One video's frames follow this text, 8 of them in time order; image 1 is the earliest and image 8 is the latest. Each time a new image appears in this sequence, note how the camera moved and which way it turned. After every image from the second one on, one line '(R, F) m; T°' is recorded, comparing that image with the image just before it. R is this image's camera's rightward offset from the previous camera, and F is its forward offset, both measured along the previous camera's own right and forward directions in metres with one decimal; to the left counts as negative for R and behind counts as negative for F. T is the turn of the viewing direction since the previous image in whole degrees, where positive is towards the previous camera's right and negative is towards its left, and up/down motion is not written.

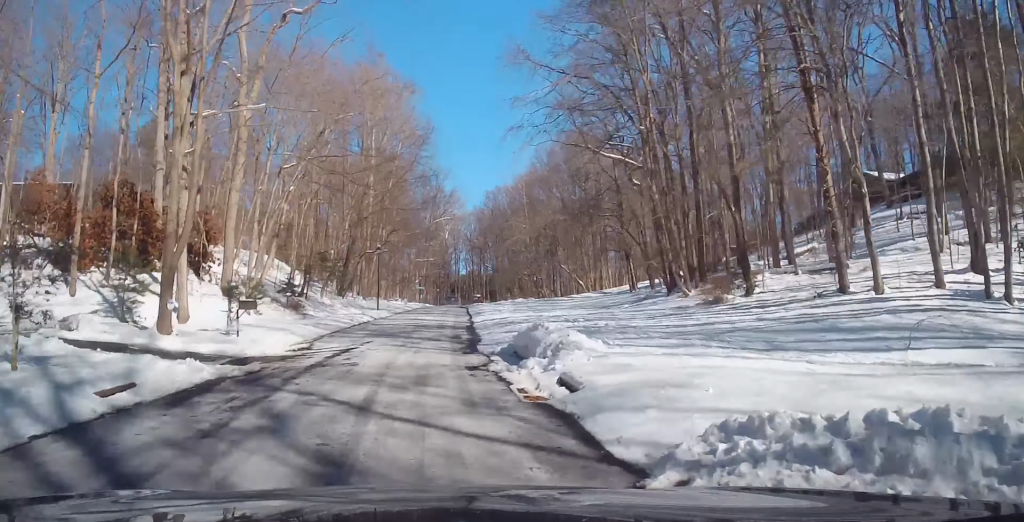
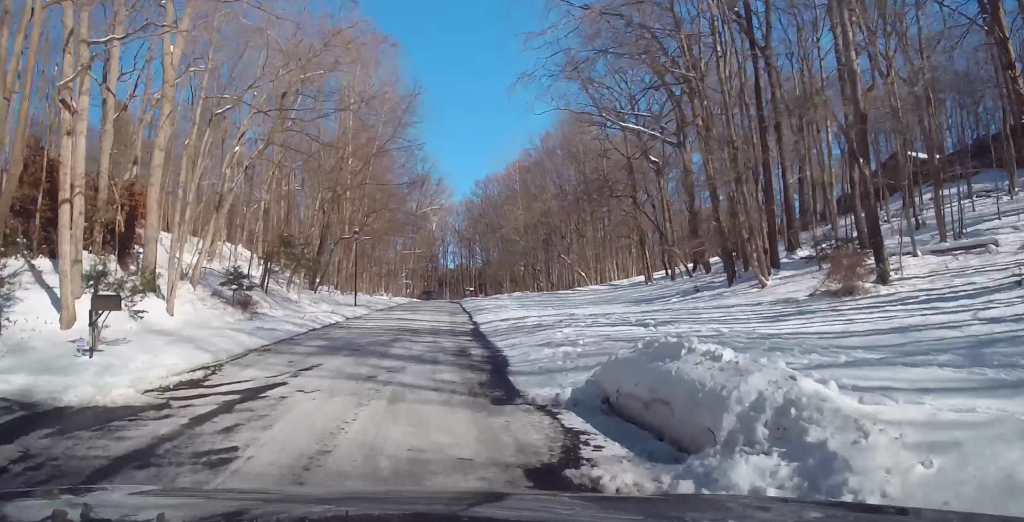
(-0.2, +9.3) m; +1°
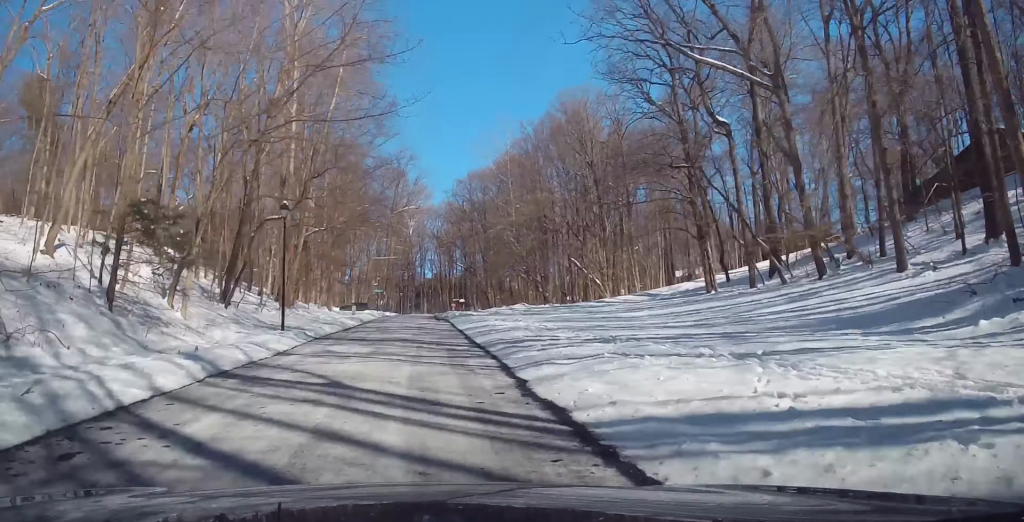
(+0.8, +18.0) m; +3°
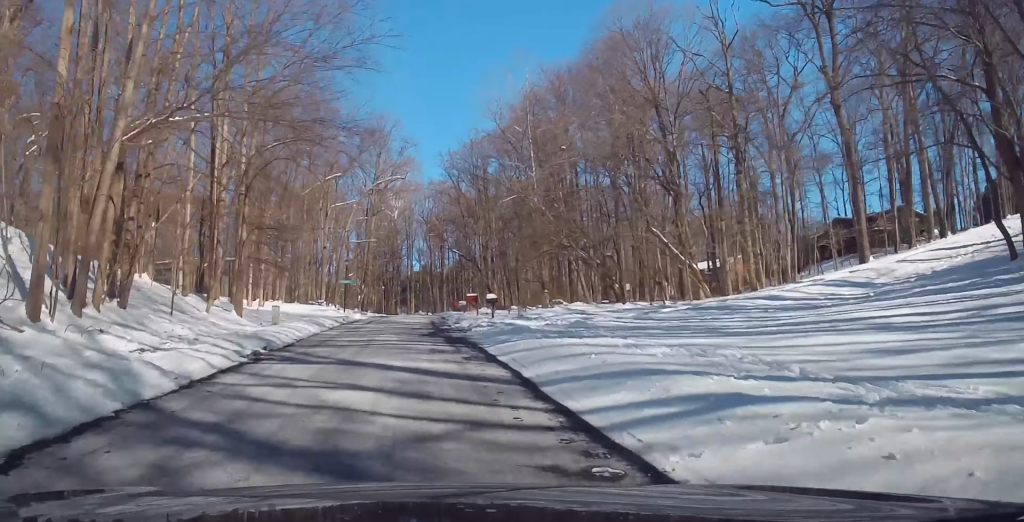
(+0.7, +26.9) m; +1°
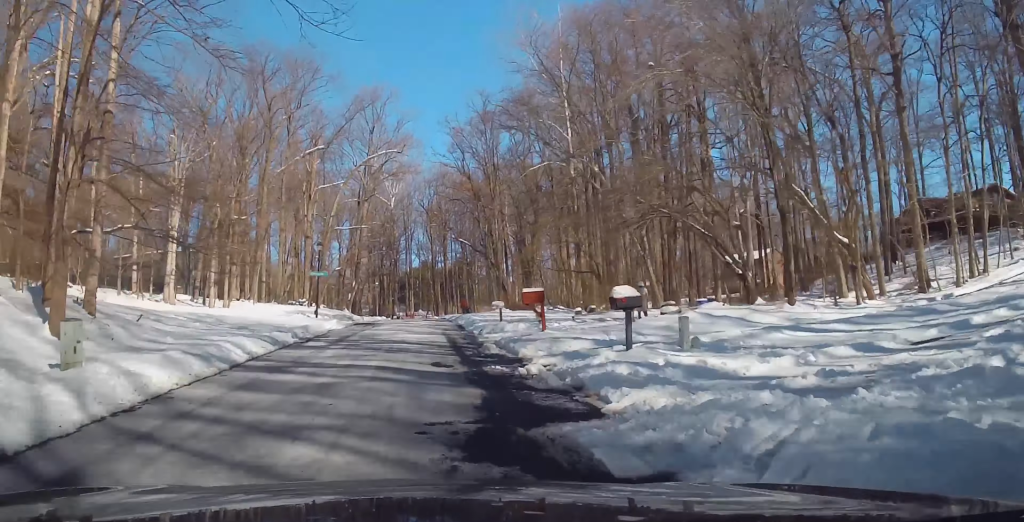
(-0.3, +15.9) m; -2°
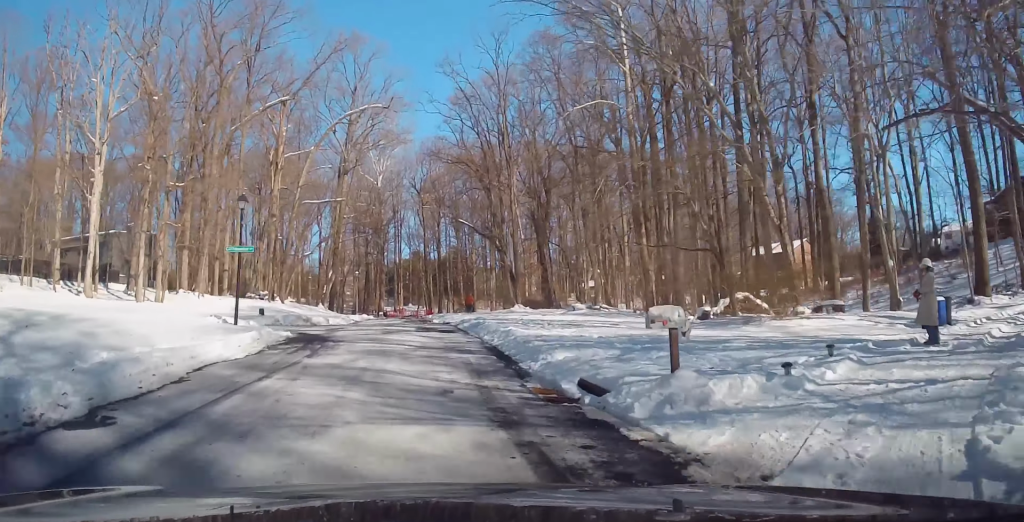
(-0.5, +16.2) m; -1°
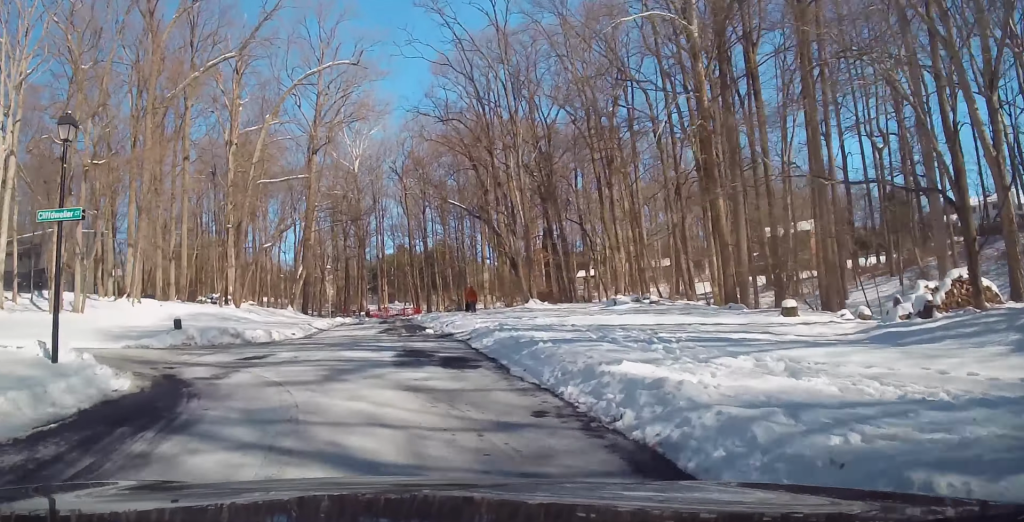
(+0.1, +11.4) m; -13°
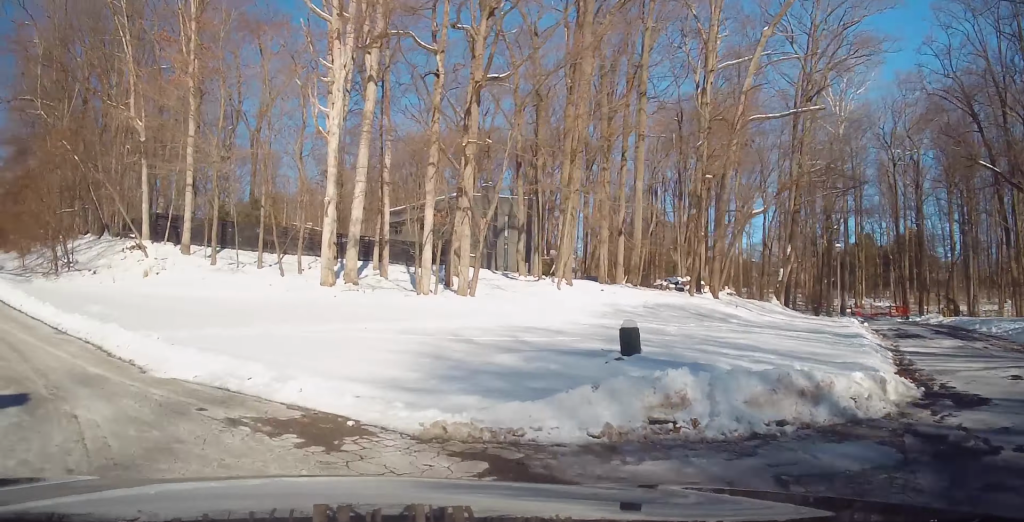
(-7.5, +16.1) m; -51°
